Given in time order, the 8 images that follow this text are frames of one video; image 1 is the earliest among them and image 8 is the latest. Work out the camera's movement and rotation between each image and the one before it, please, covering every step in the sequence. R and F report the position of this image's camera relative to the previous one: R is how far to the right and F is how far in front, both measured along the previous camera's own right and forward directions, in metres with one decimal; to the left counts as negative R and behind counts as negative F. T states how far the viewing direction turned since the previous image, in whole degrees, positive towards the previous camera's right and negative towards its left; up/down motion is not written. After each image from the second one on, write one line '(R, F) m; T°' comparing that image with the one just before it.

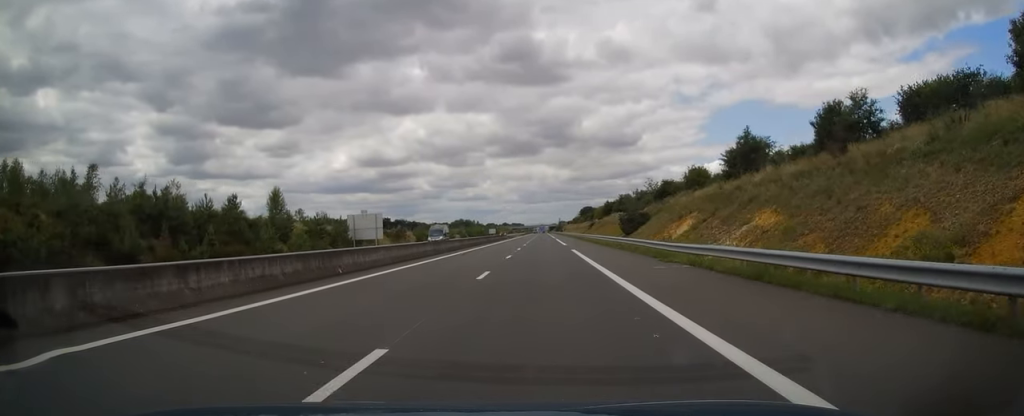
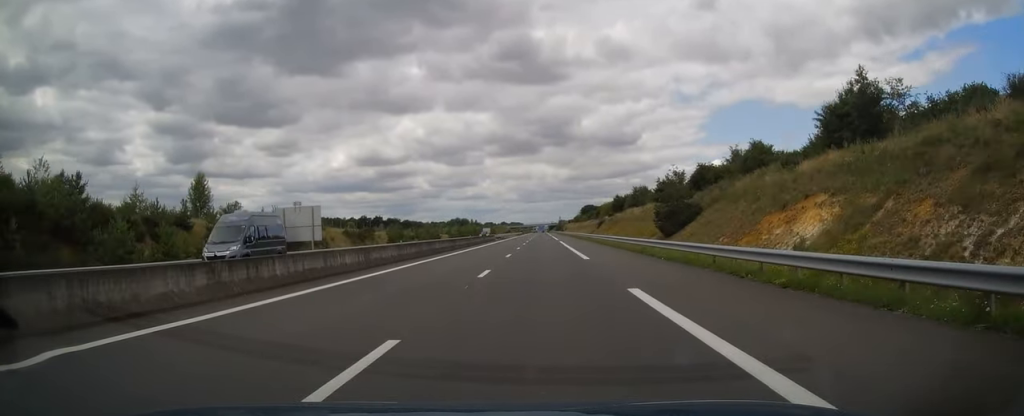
(+0.2, +25.4) m; 0°
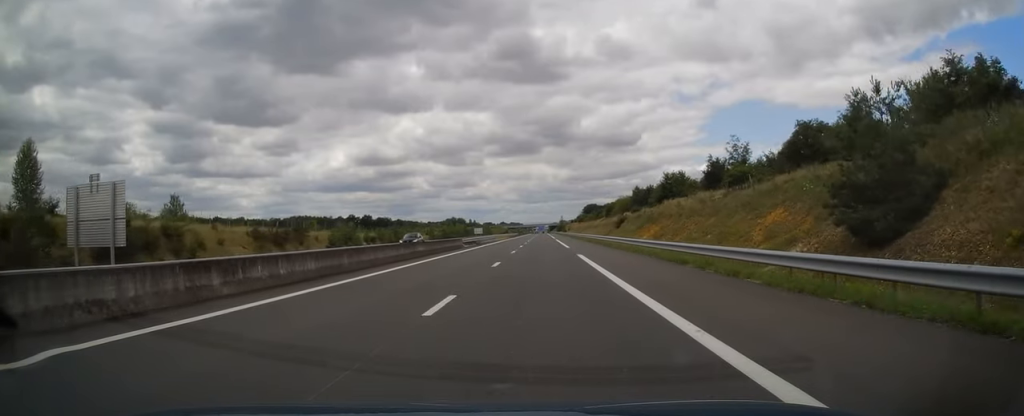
(-0.2, +33.6) m; 0°
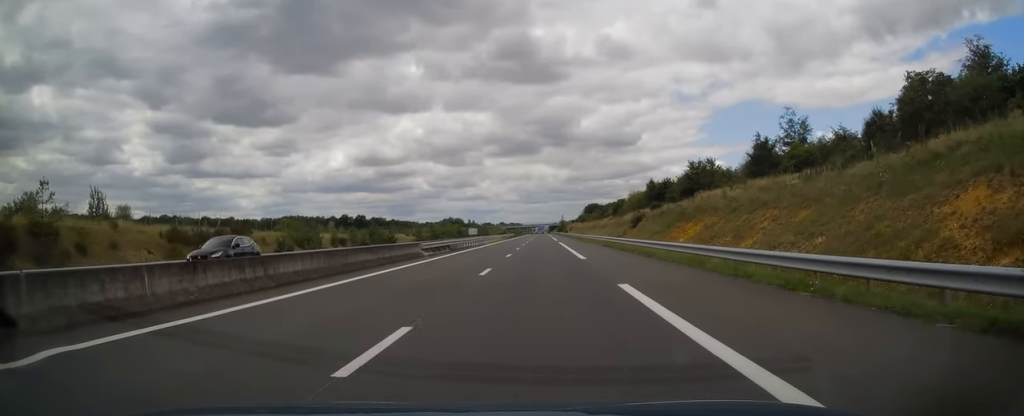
(+0.2, +17.1) m; 0°
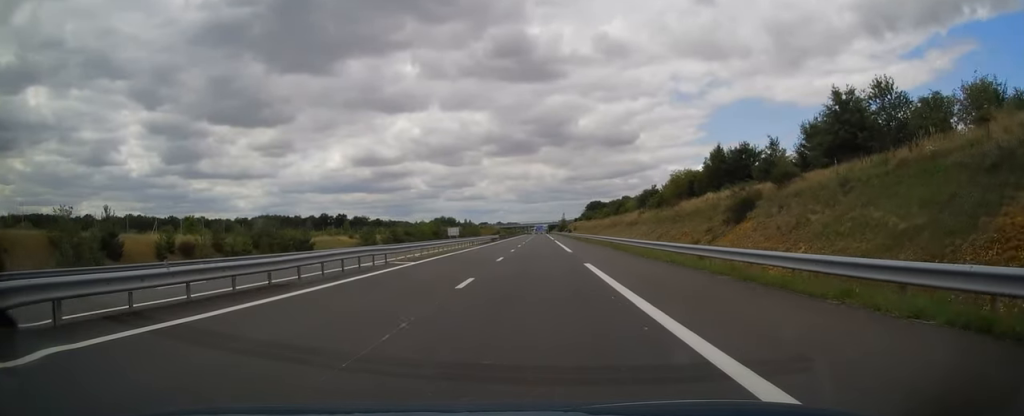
(-0.6, +42.9) m; -1°
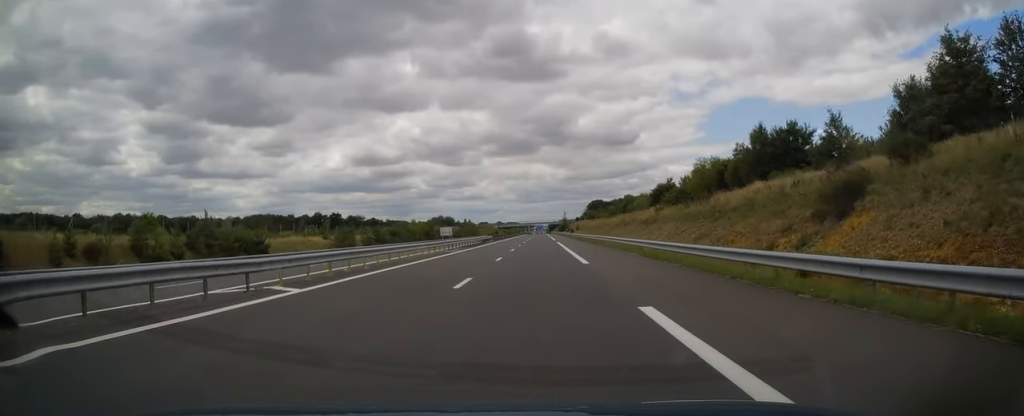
(-0.1, +13.2) m; 0°
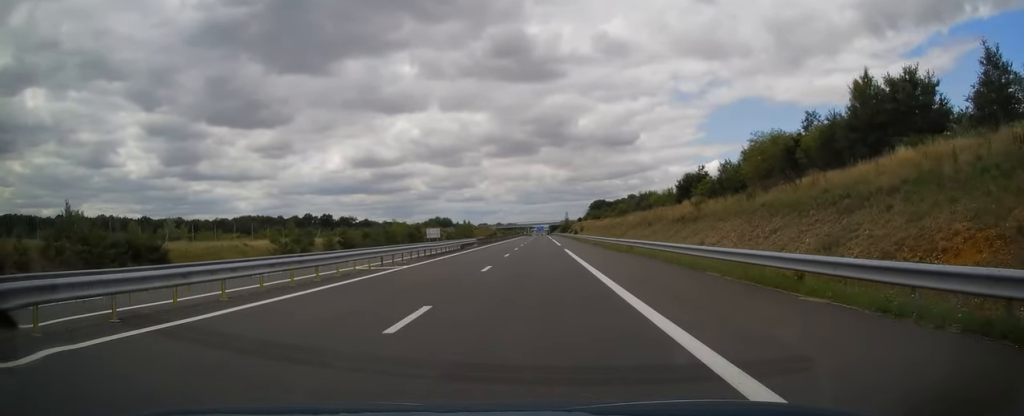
(+0.2, +19.0) m; 0°
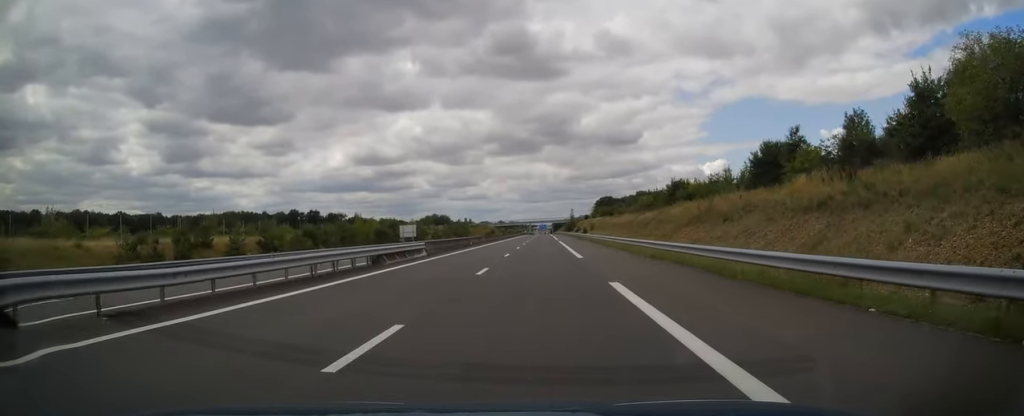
(0.0, +28.3) m; 0°
